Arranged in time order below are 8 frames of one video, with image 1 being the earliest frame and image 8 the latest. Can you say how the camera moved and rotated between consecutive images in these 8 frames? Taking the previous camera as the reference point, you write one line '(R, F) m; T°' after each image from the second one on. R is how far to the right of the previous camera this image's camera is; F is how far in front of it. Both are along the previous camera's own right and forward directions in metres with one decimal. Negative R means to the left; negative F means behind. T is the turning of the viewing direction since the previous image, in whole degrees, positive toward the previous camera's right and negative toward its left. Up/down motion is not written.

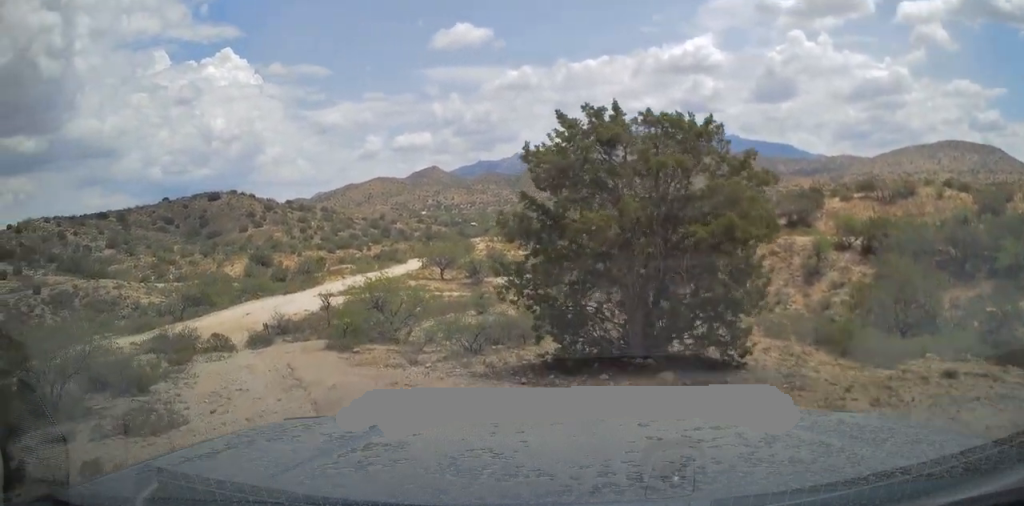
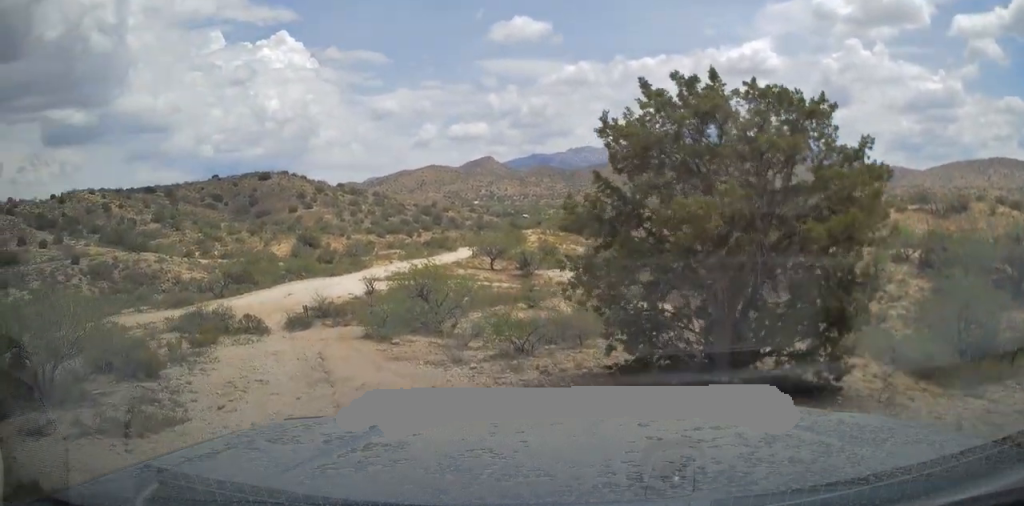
(0.0, +1.4) m; -1°
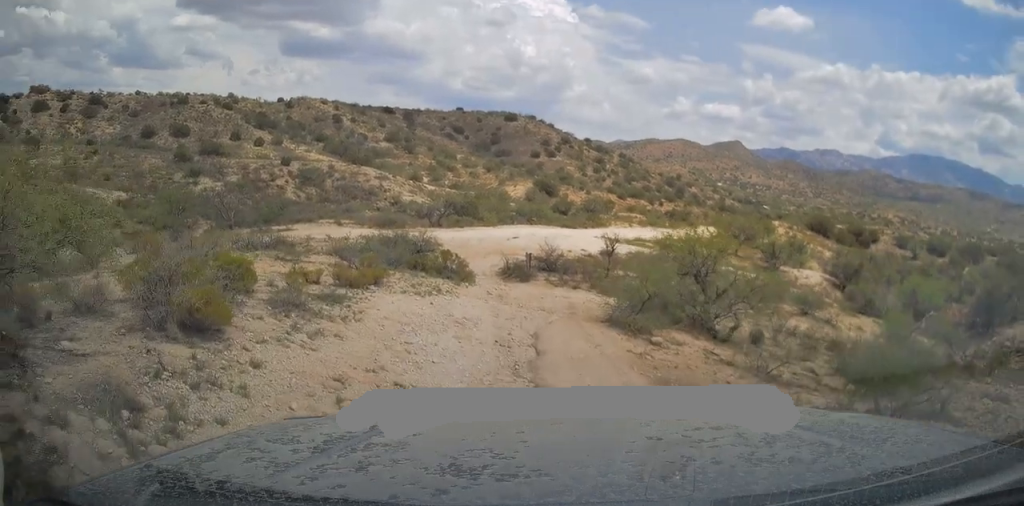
(-0.7, +6.0) m; -15°
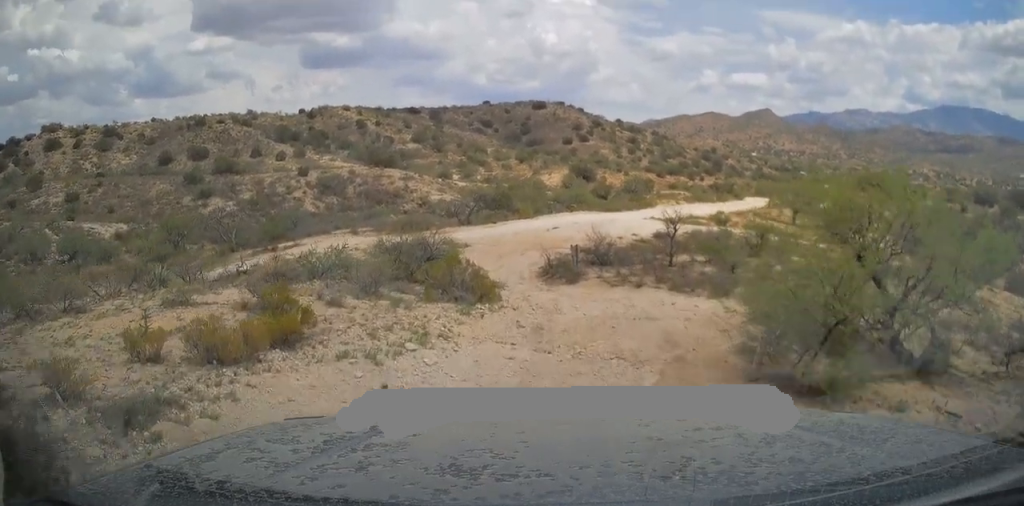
(0.0, +6.0) m; +4°
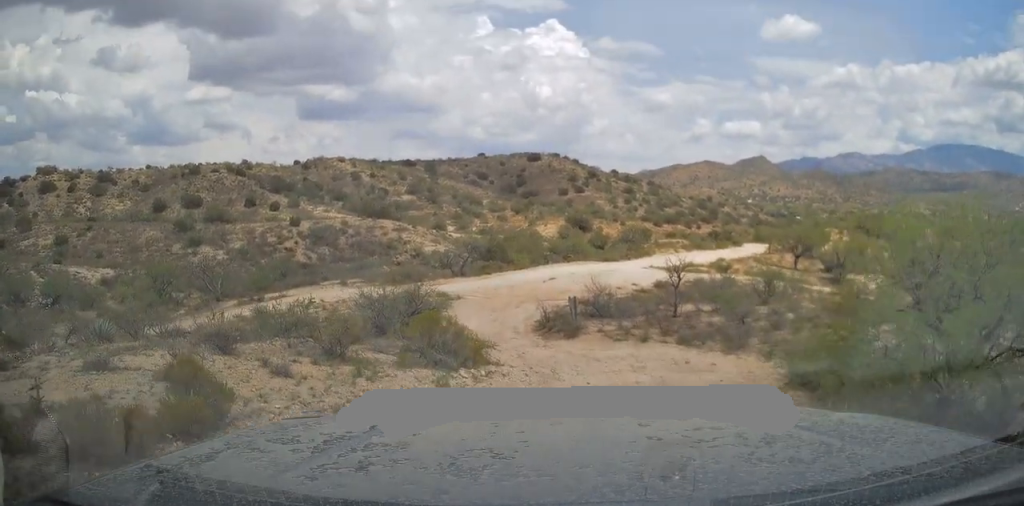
(0.0, +1.7) m; 0°
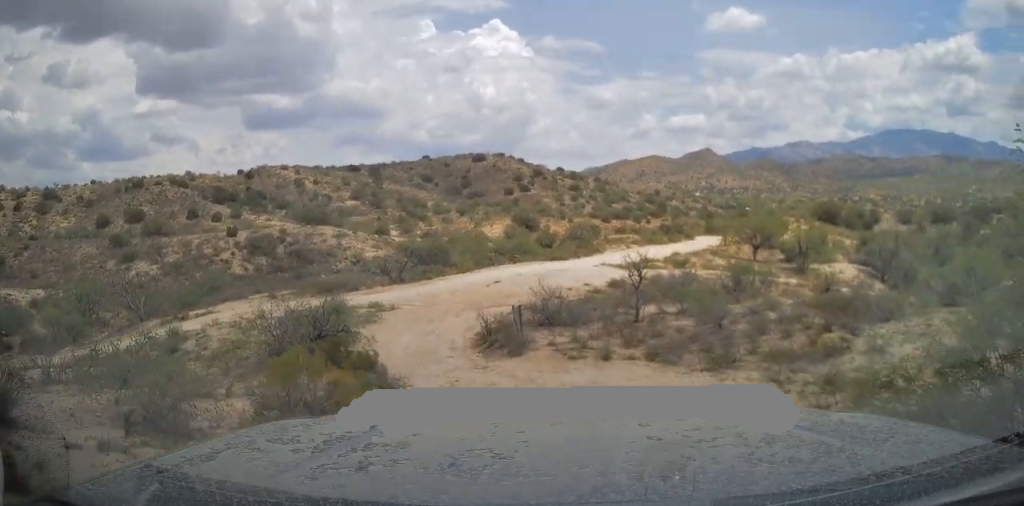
(-0.1, +3.0) m; +4°
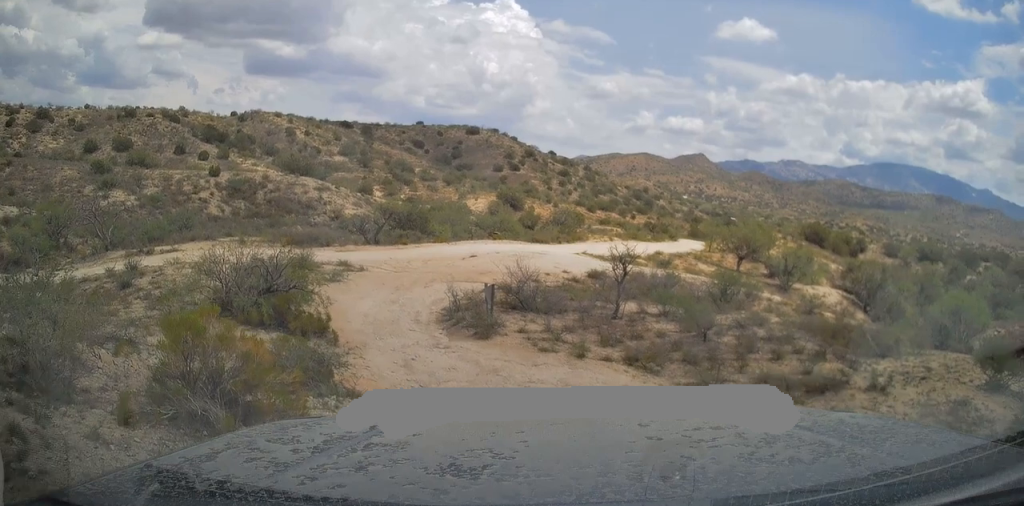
(-0.1, +1.2) m; +7°
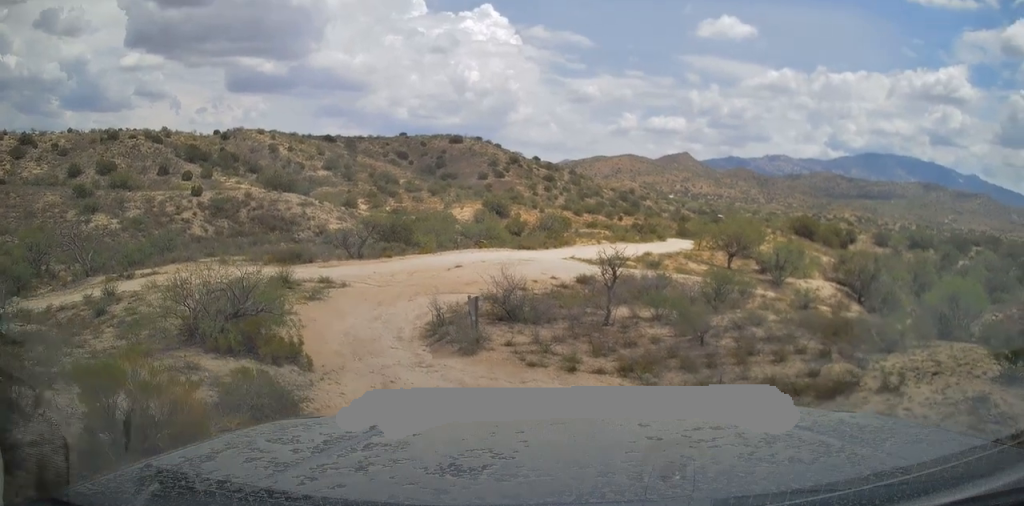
(+0.2, +0.7) m; -2°
